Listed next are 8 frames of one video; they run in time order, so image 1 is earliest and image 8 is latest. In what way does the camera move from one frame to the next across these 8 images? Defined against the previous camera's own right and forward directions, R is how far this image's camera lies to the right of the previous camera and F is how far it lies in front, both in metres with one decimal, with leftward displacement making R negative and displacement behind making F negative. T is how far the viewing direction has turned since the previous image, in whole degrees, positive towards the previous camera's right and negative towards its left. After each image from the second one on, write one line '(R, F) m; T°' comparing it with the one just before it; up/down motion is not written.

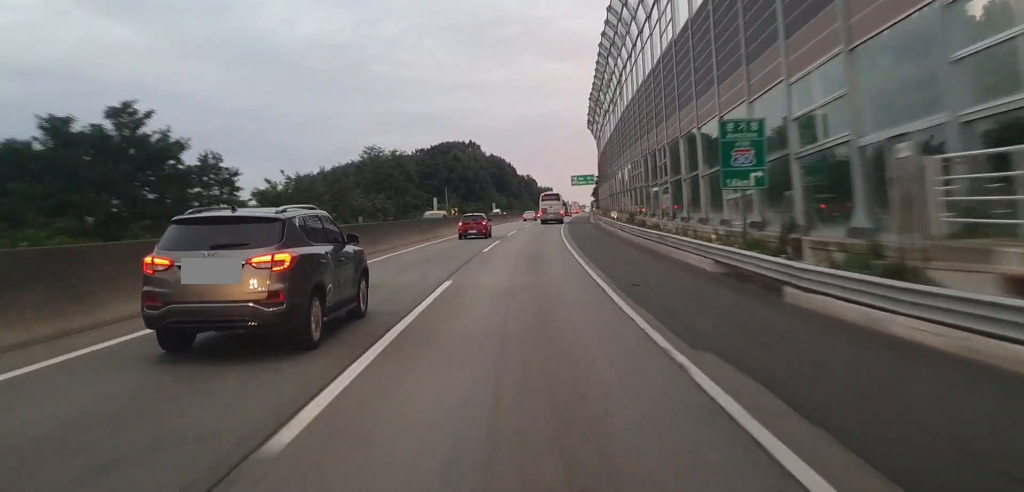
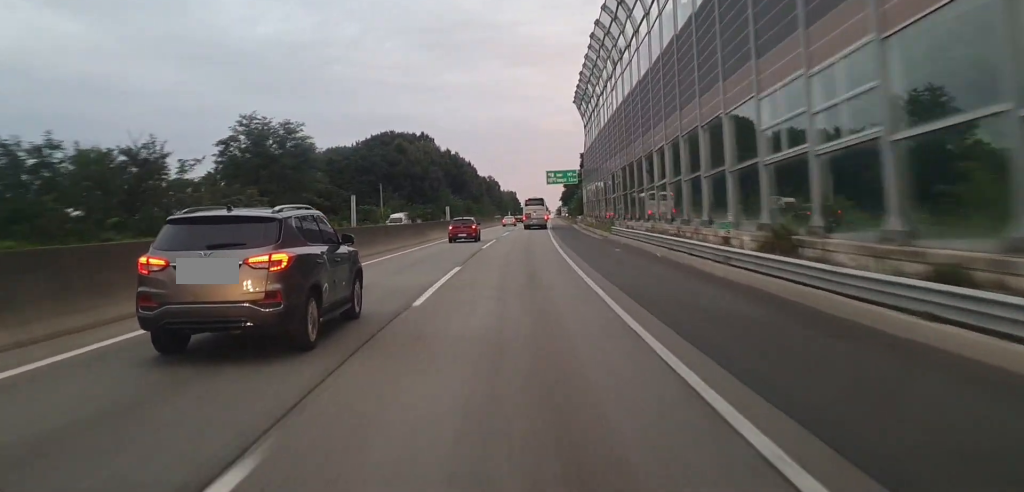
(0.0, +37.9) m; +1°
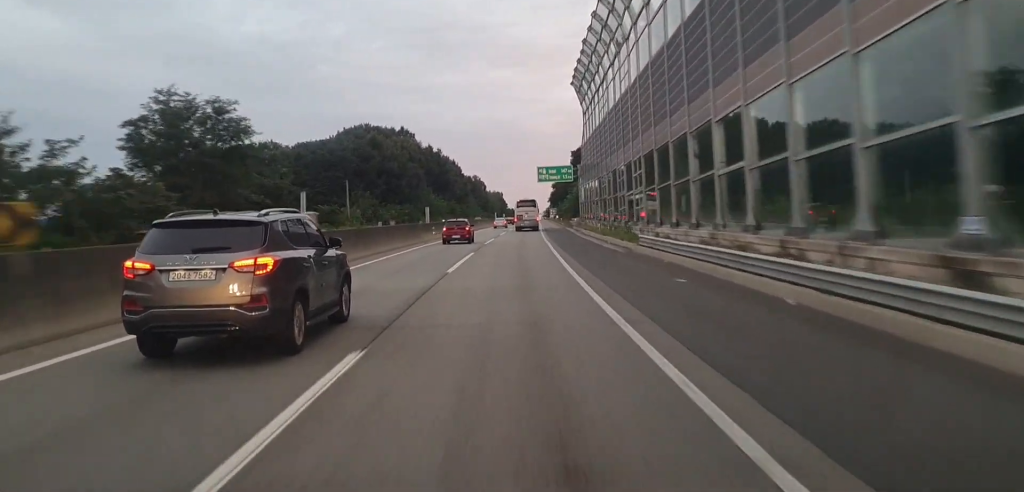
(-0.1, +15.0) m; +1°
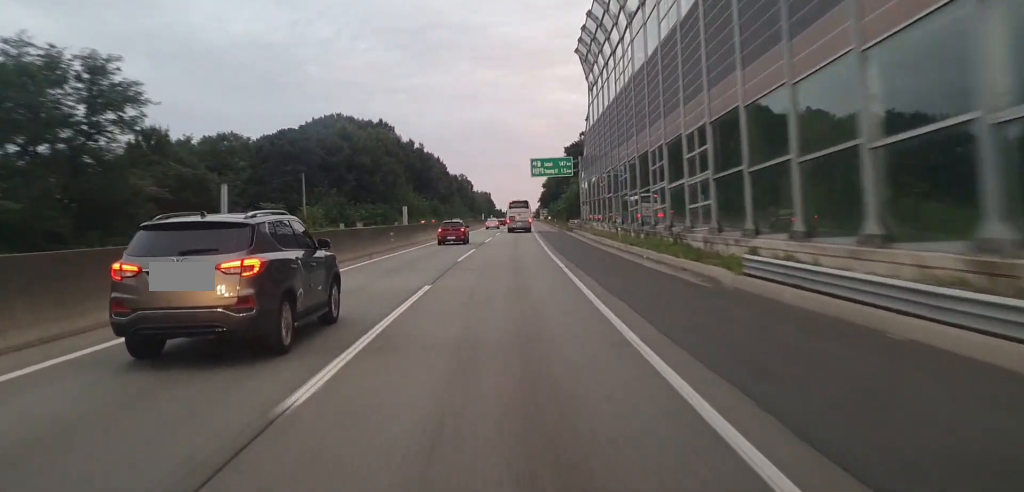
(+0.6, +16.6) m; +2°
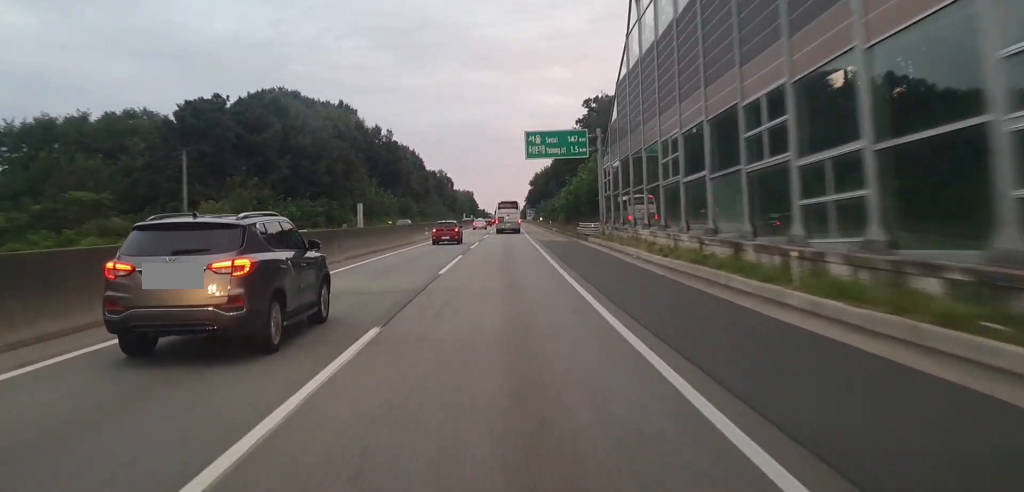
(+0.3, +28.9) m; +1°
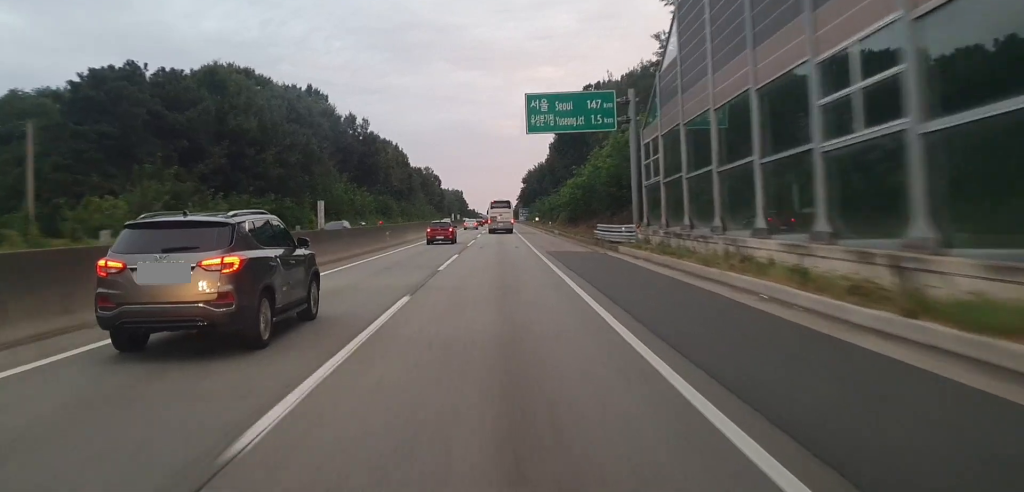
(0.0, +18.1) m; 0°
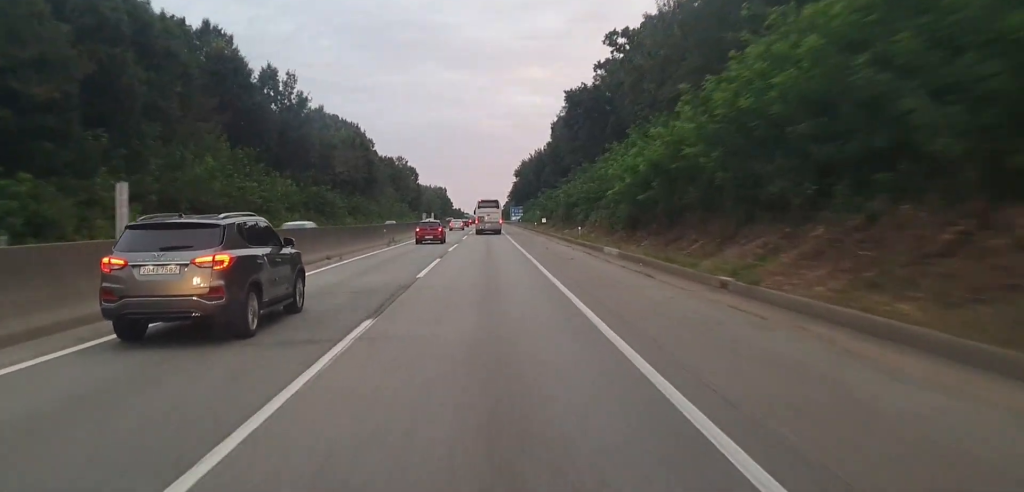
(0.0, +45.1) m; 0°
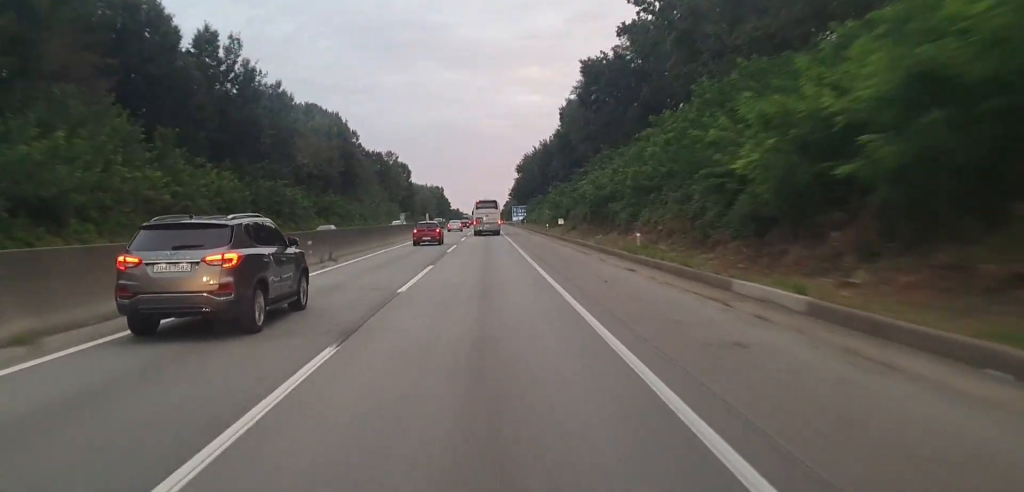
(0.0, +21.4) m; 0°
